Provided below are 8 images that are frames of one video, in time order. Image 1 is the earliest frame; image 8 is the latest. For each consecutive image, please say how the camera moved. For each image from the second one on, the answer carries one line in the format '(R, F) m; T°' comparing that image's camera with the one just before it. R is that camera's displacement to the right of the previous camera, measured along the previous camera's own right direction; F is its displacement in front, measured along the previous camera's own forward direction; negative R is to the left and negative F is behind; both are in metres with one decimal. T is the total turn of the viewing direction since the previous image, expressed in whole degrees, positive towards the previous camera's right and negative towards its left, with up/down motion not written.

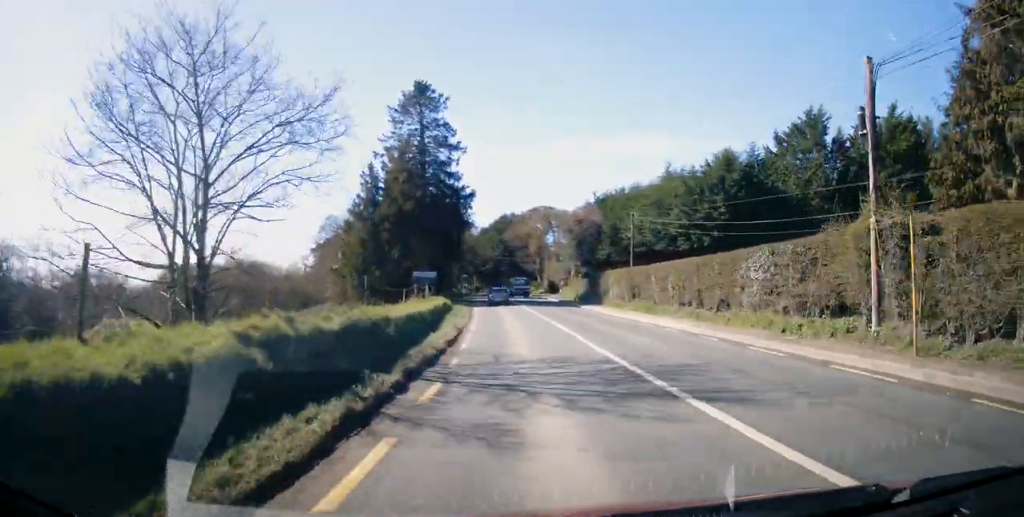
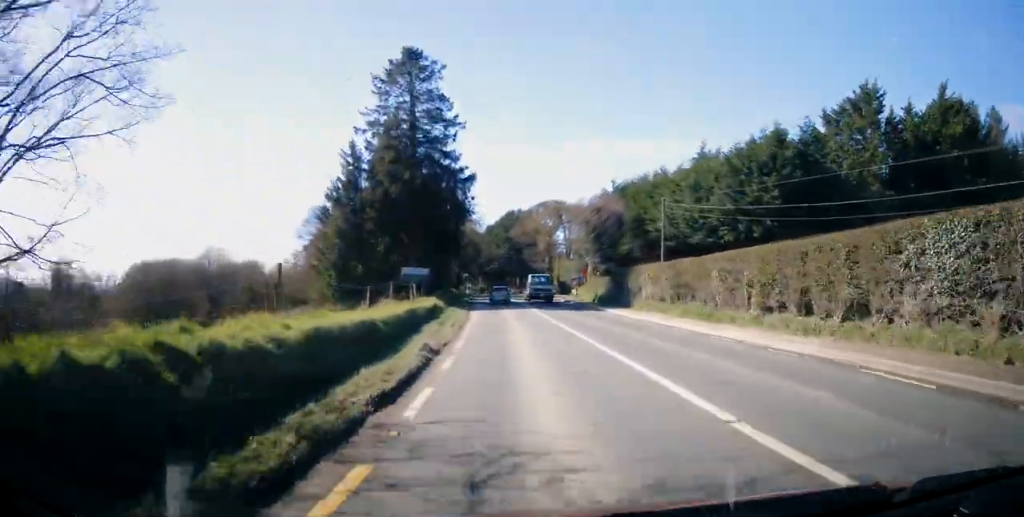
(0.0, +8.7) m; 0°
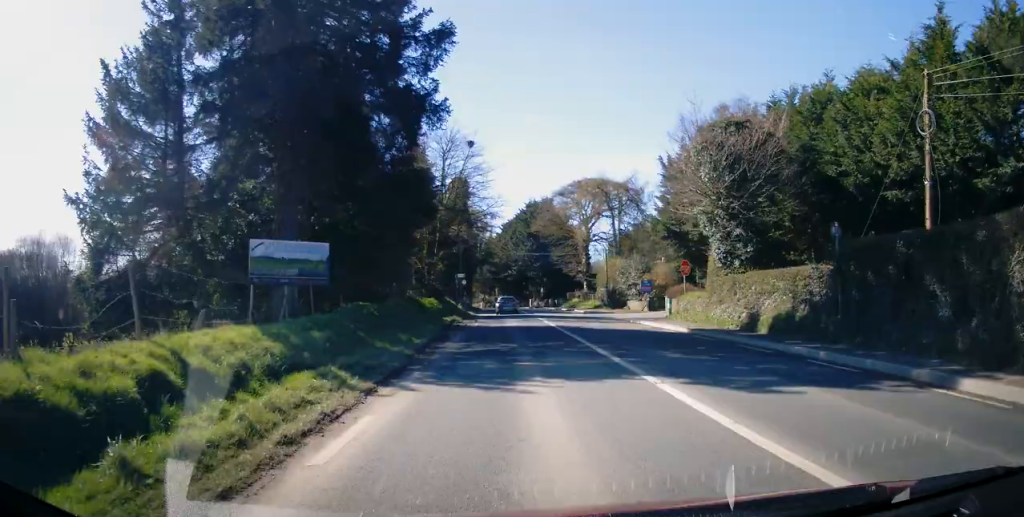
(-0.2, +29.3) m; -2°
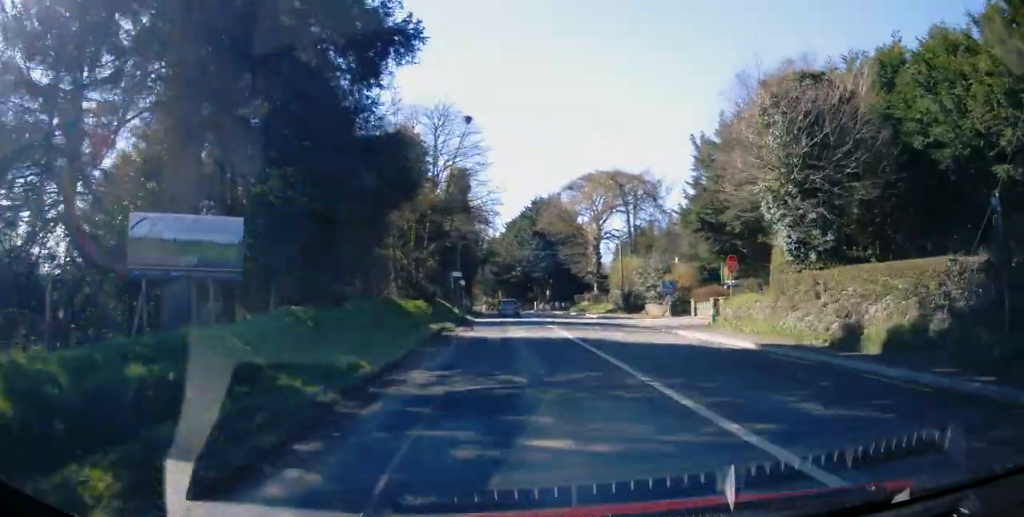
(0.0, +6.1) m; -1°
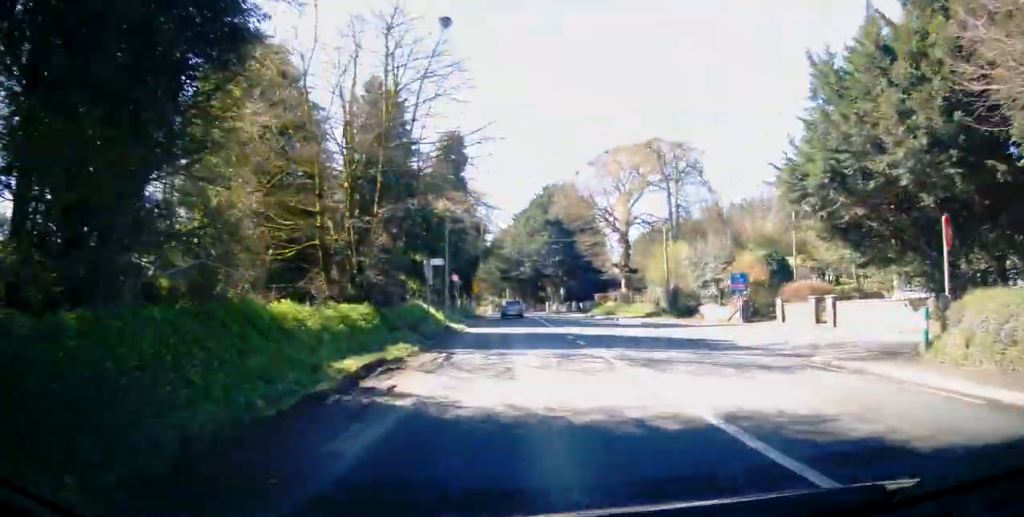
(-0.2, +13.1) m; -1°
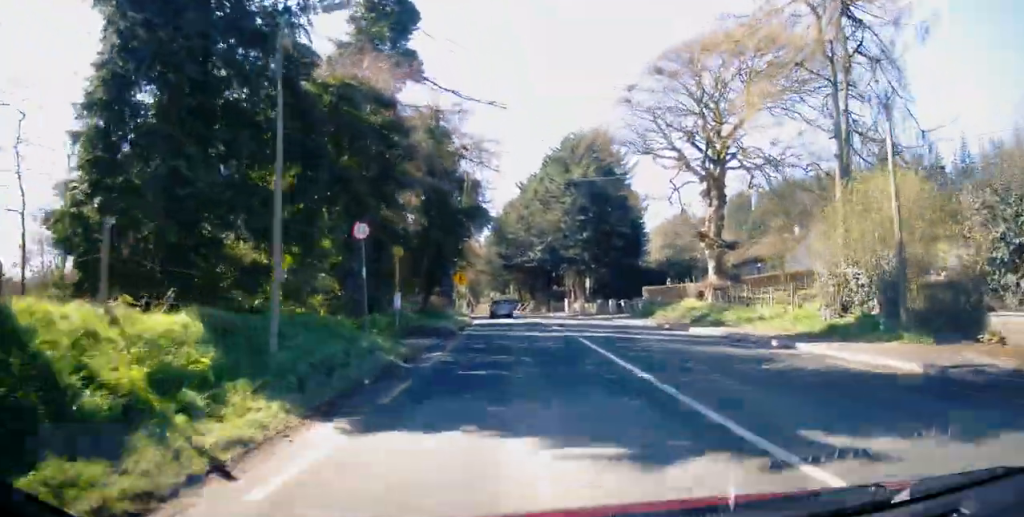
(-0.1, +24.8) m; +1°
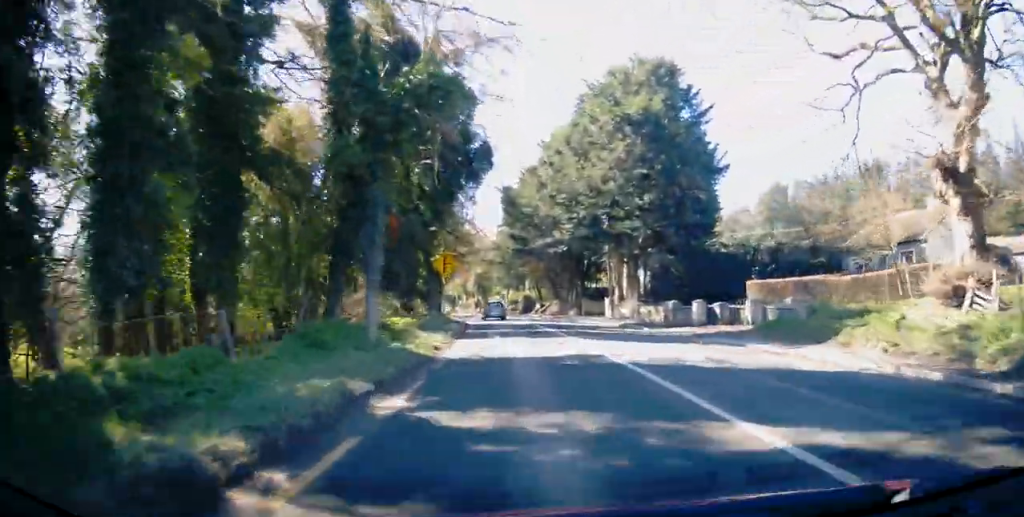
(-0.3, +19.8) m; -2°
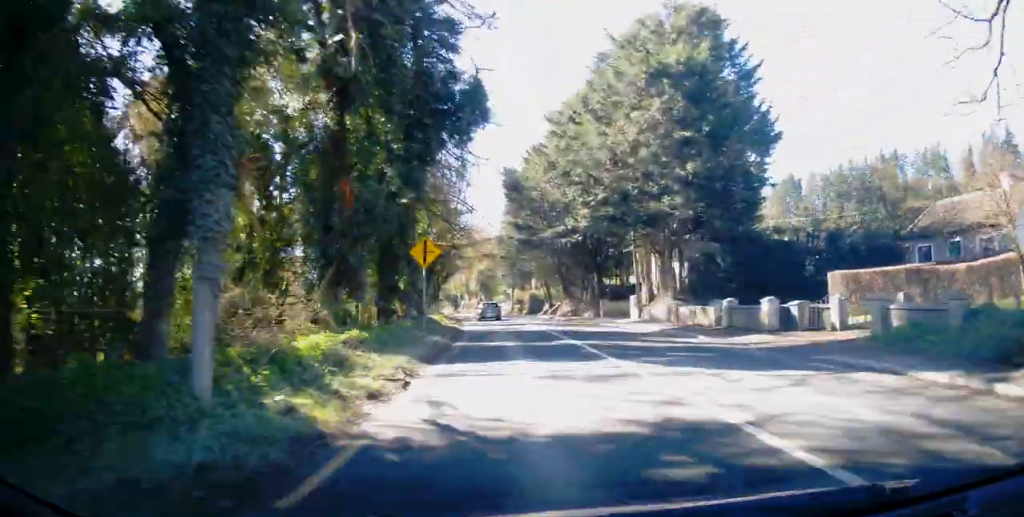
(-0.2, +7.9) m; 0°
